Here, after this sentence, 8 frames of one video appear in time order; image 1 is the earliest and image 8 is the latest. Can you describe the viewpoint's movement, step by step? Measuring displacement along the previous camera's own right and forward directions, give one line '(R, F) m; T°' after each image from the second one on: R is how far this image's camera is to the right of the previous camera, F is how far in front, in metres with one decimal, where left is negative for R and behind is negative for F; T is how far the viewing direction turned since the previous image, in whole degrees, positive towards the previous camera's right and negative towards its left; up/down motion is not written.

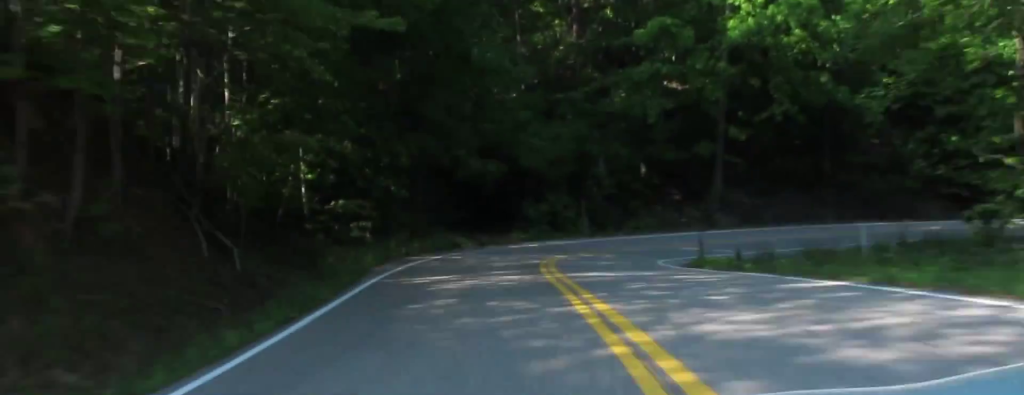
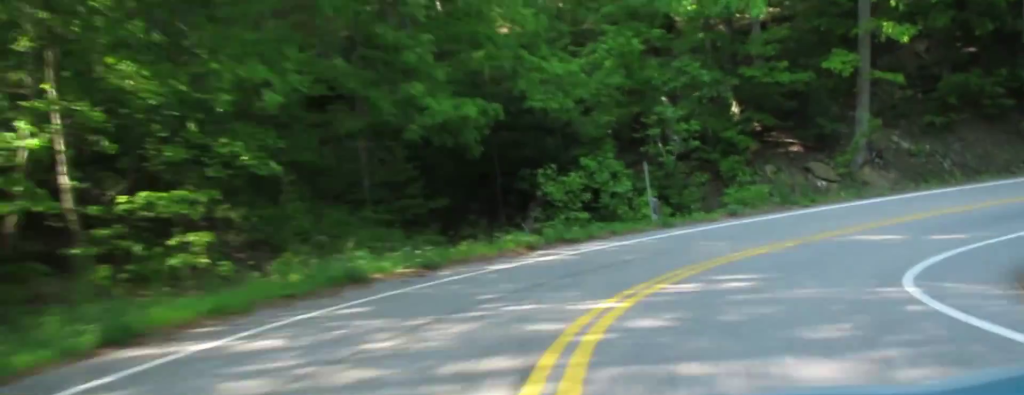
(-0.6, +18.3) m; -3°
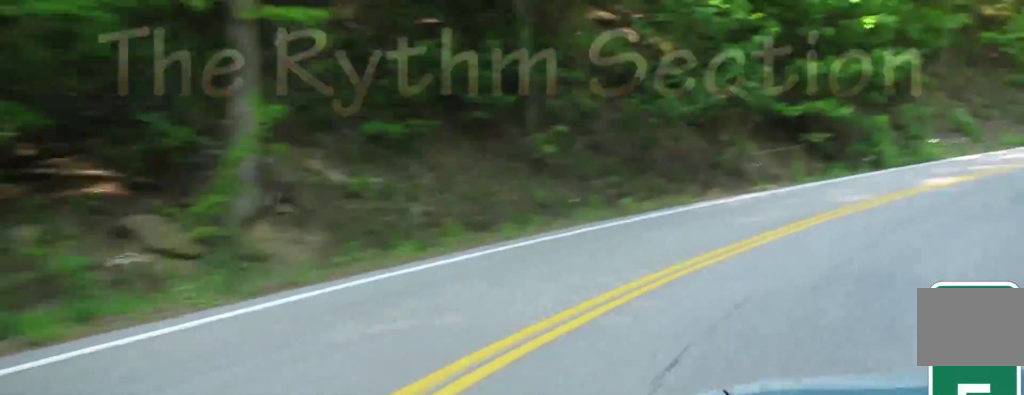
(-0.2, +21.0) m; +9°
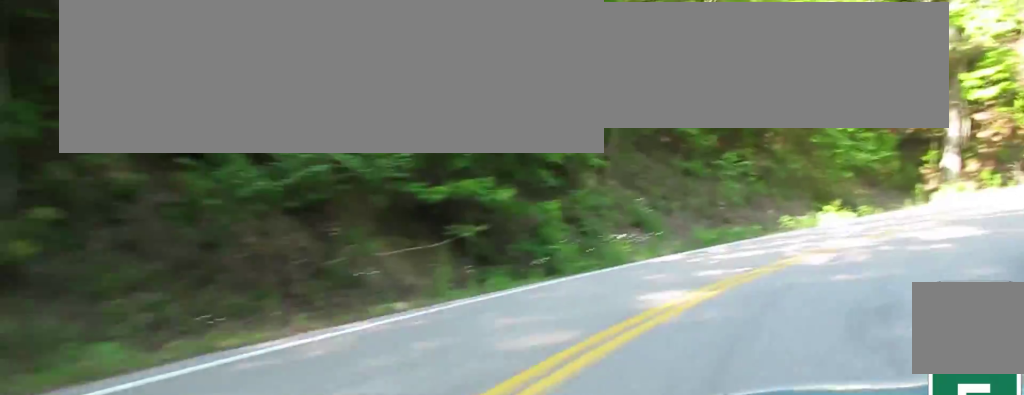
(+0.3, +8.7) m; +11°
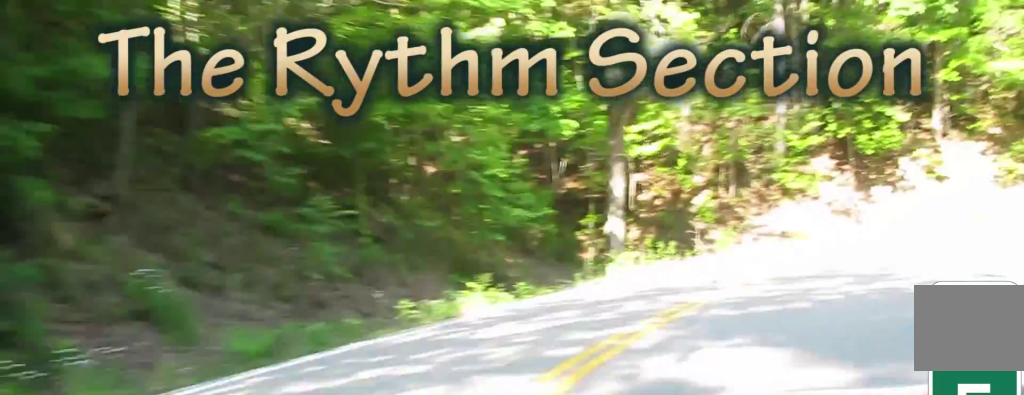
(+1.3, +11.6) m; +20°
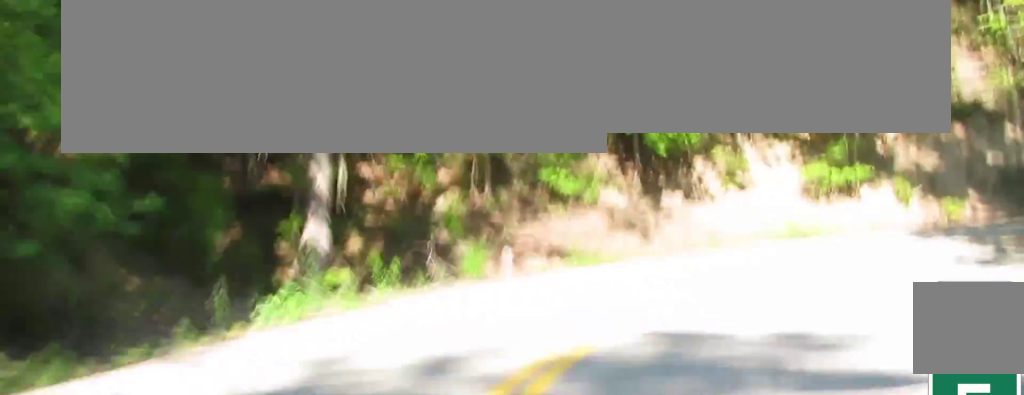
(+3.1, +12.7) m; +22°
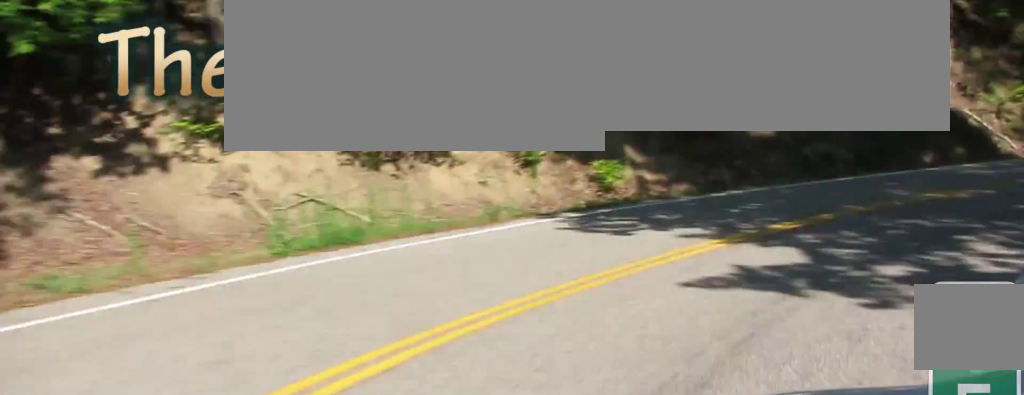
(+6.2, +23.1) m; +38°
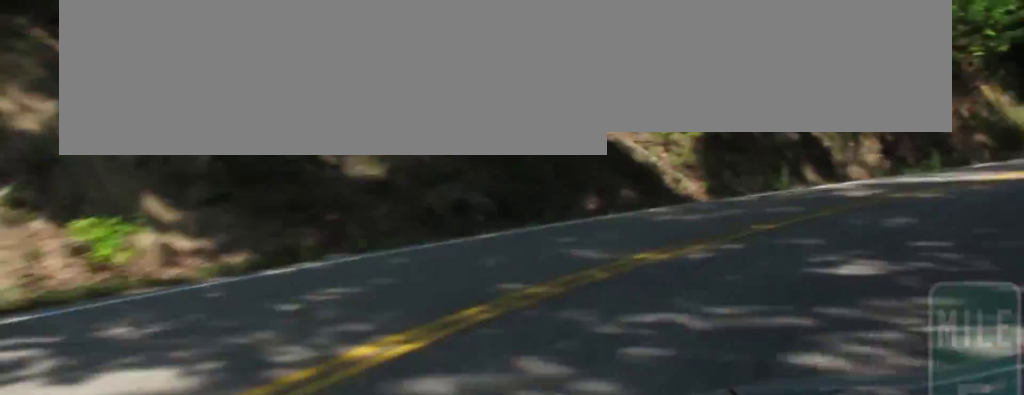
(+1.6, +8.6) m; +15°
